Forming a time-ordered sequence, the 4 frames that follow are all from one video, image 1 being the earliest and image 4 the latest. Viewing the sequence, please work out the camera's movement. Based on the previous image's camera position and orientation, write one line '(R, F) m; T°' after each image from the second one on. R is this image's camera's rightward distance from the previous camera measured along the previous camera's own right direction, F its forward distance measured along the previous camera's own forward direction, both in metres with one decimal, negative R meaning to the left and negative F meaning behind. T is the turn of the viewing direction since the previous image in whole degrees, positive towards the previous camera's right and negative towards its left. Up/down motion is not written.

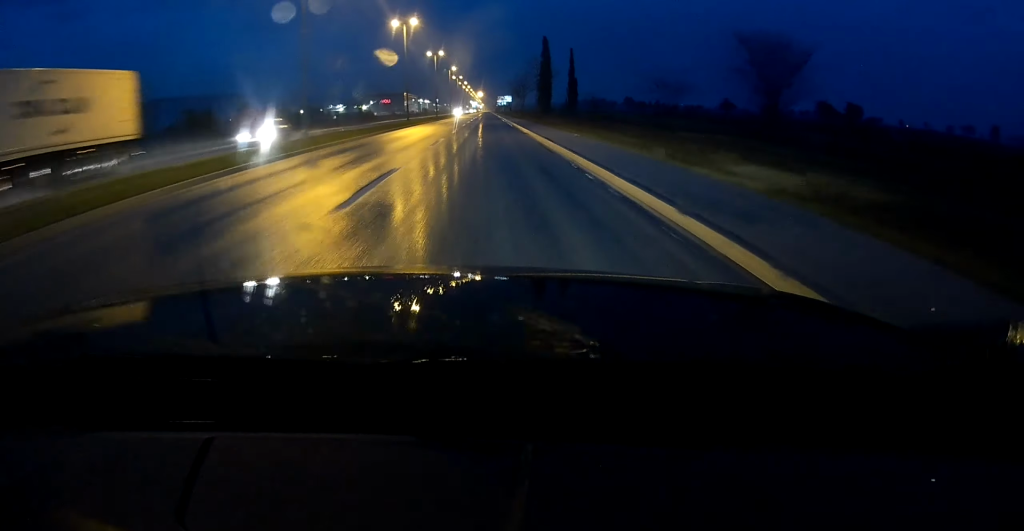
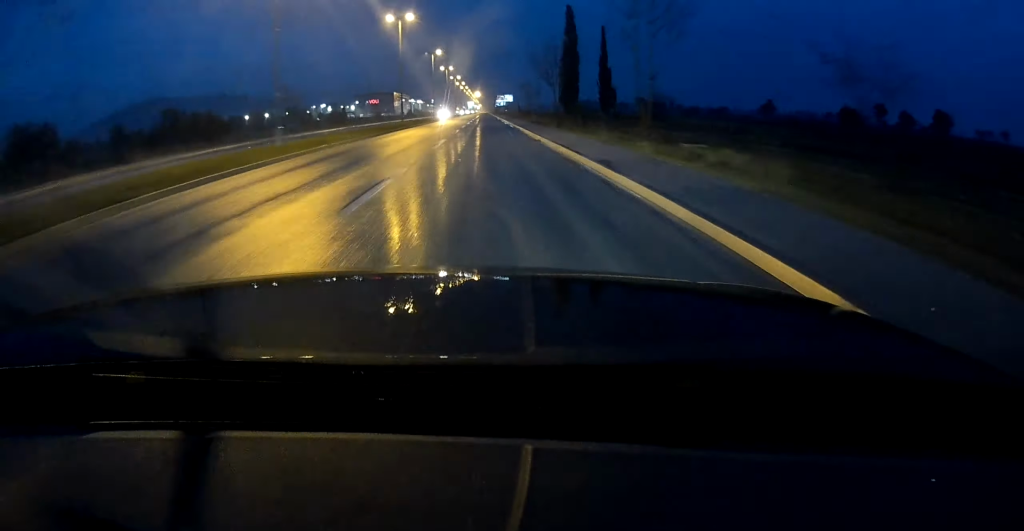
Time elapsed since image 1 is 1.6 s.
(-0.2, +41.4) m; 0°
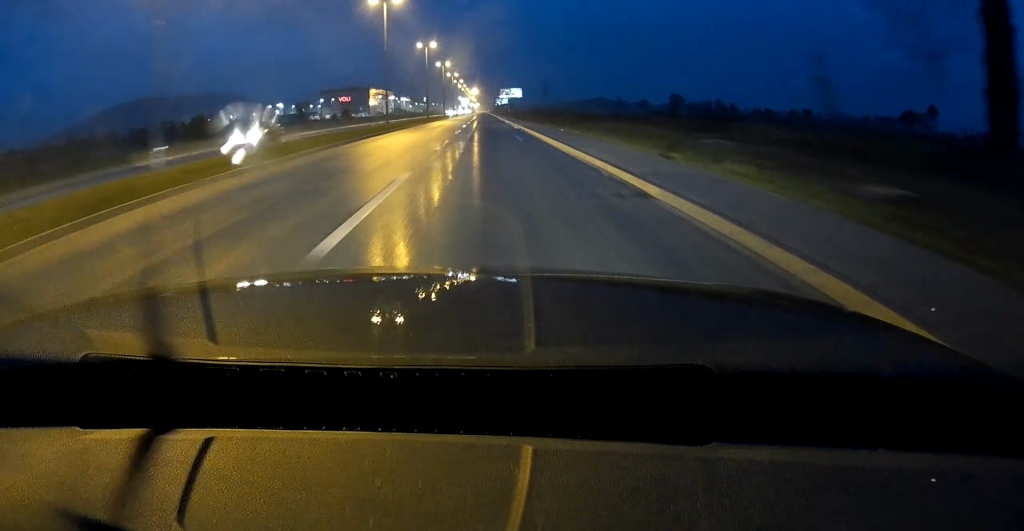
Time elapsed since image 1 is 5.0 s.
(+0.2, +85.1) m; +1°
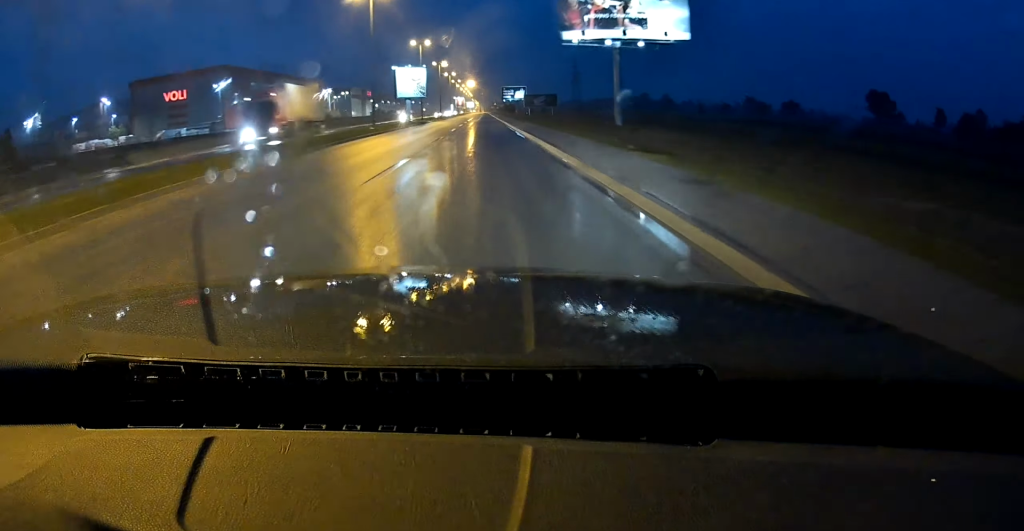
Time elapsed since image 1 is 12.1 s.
(+0.2, +189.6) m; 0°
